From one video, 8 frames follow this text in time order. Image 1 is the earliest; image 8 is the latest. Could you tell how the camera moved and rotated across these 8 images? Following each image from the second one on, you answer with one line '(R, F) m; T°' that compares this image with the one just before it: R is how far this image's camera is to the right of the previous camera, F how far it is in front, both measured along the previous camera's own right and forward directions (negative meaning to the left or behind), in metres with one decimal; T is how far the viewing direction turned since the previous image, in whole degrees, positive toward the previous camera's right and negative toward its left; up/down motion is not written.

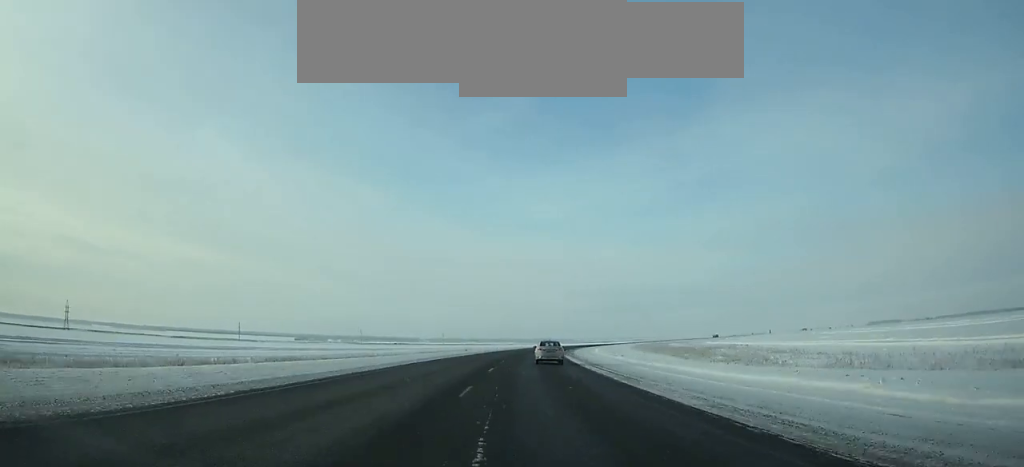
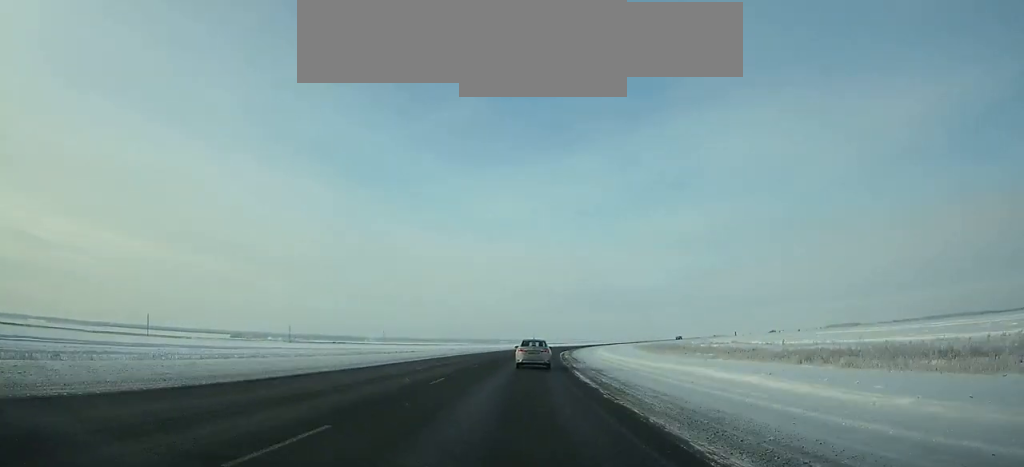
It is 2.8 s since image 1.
(+3.4, +75.8) m; +5°
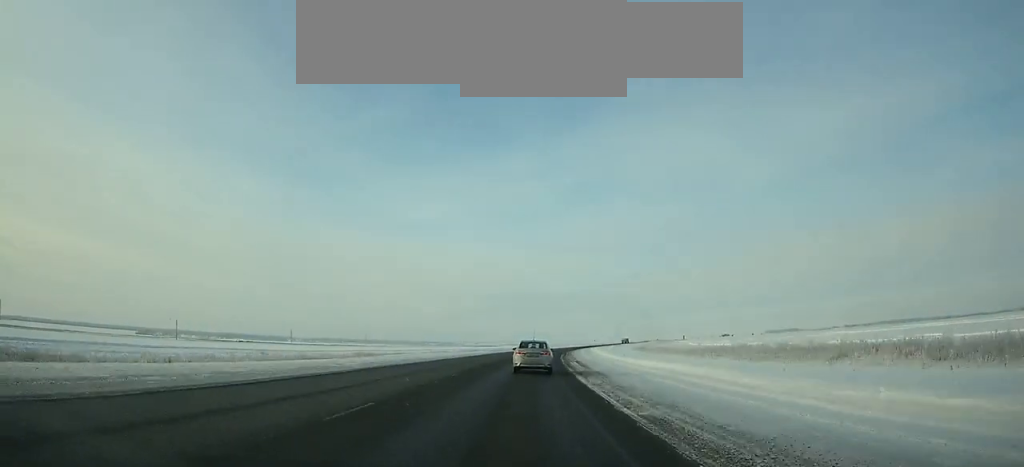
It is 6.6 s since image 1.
(+6.1, +98.9) m; +7°
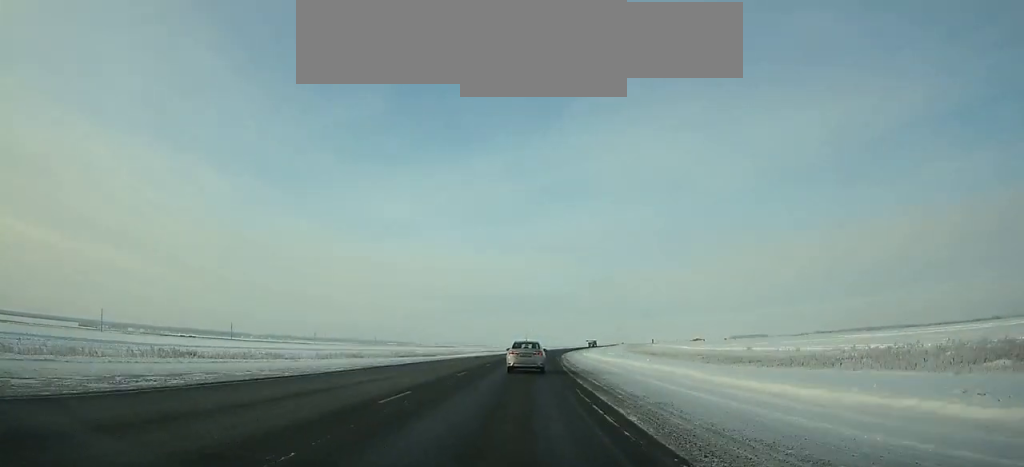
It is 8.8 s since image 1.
(+1.7, +56.6) m; +4°
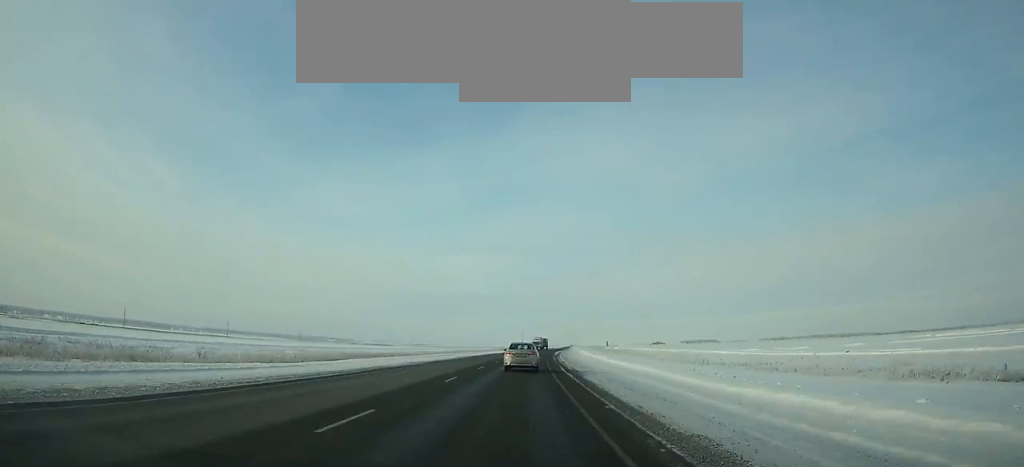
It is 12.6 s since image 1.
(+5.1, +98.3) m; +5°
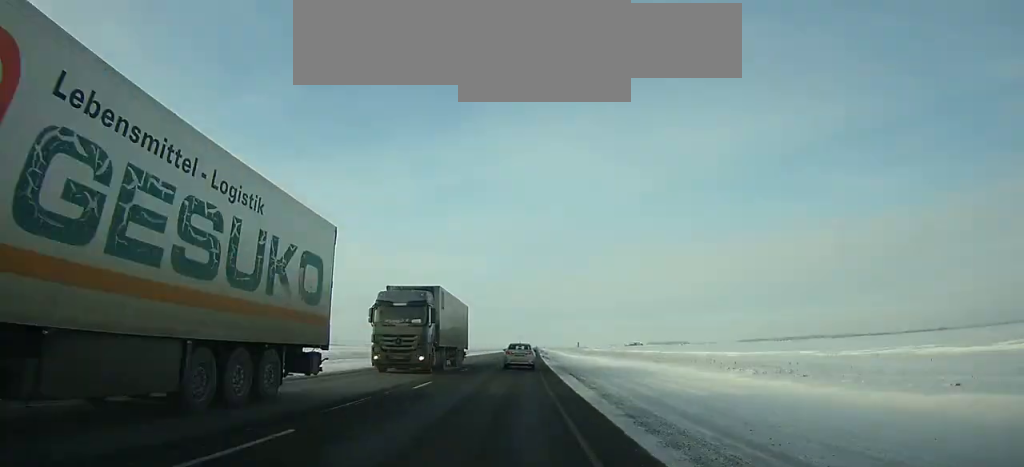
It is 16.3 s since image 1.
(+2.6, +98.2) m; +2°
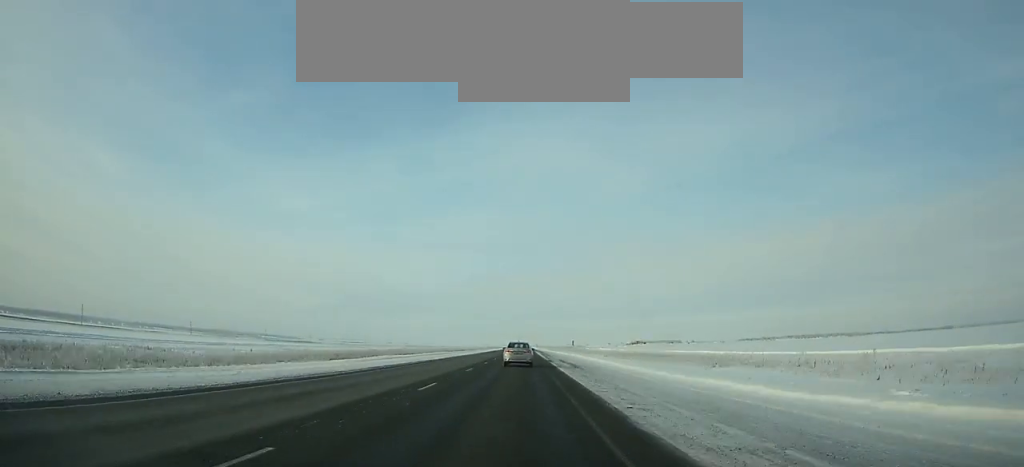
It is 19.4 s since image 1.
(+0.9, +84.4) m; +1°
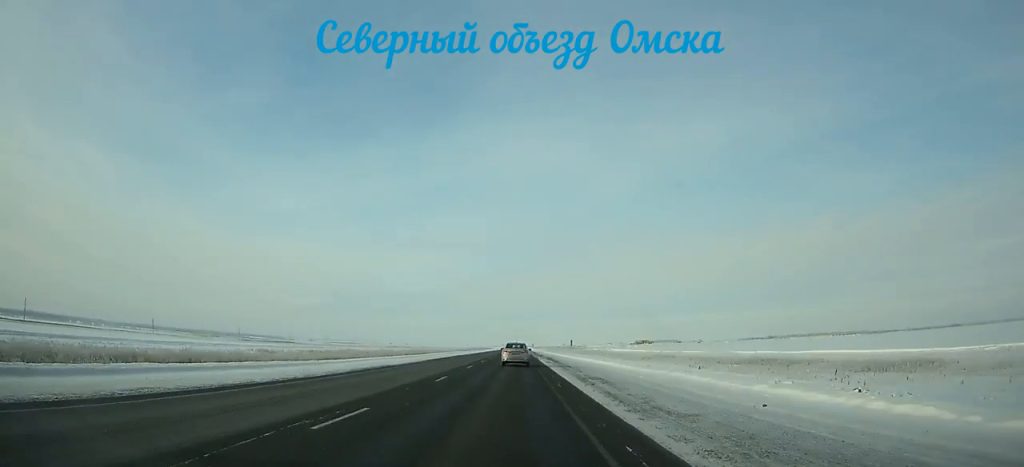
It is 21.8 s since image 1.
(+0.3, +66.1) m; 0°
